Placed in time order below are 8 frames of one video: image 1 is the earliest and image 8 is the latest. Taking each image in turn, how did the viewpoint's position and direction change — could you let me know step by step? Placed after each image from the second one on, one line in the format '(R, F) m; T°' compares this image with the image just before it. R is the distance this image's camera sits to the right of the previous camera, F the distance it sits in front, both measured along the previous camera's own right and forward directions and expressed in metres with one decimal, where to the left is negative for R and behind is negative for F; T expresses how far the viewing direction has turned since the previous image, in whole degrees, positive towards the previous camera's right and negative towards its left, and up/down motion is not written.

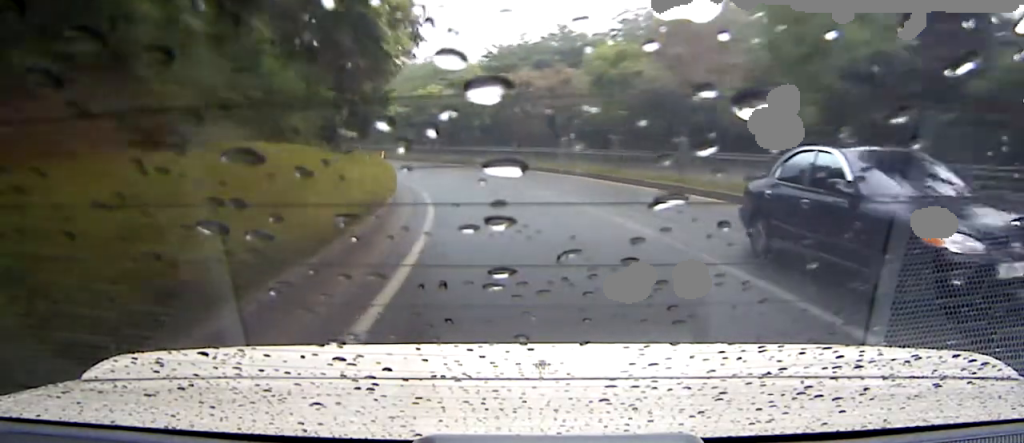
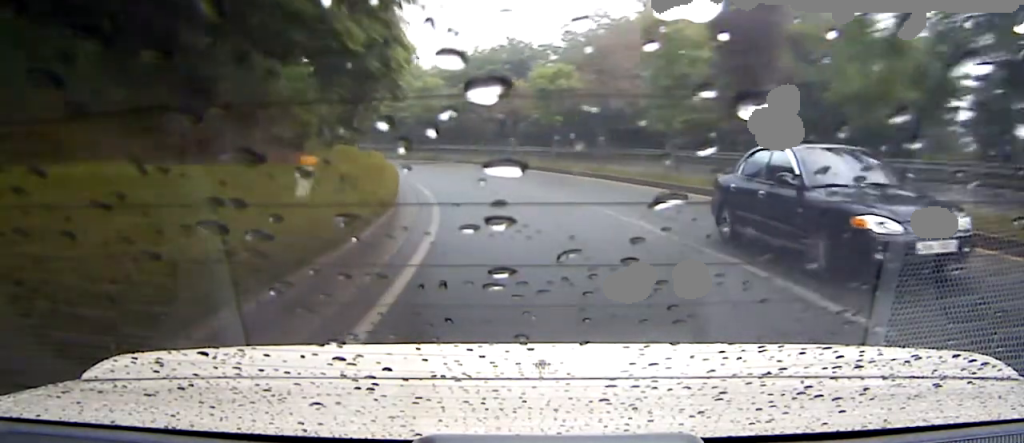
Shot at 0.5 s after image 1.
(+0.2, +2.5) m; +5°
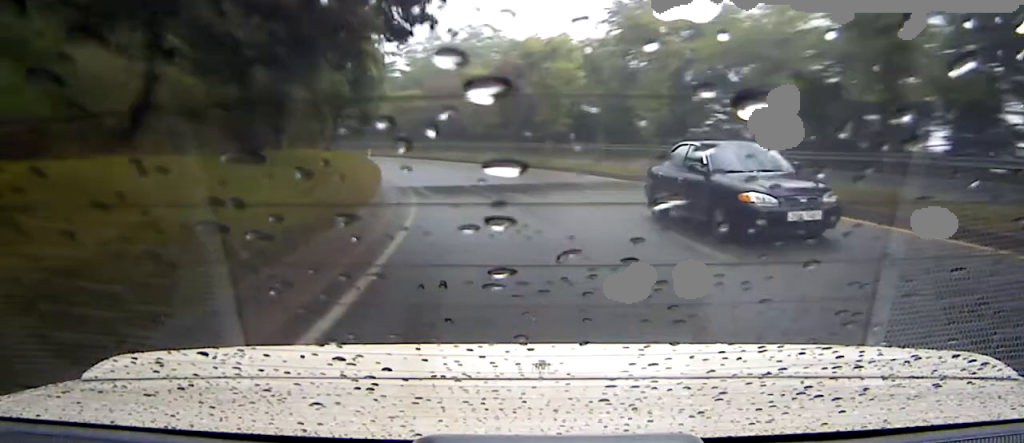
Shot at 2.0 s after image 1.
(+0.6, +6.7) m; +12°
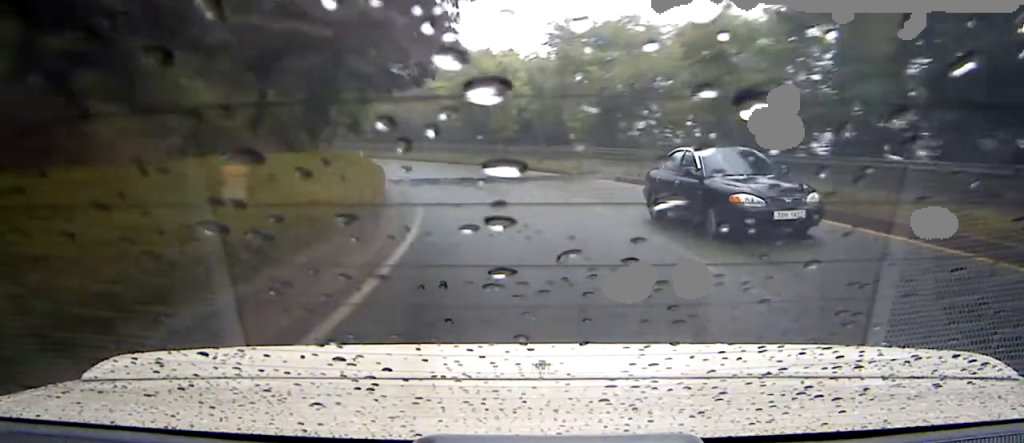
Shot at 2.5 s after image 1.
(+0.2, +2.4) m; +7°
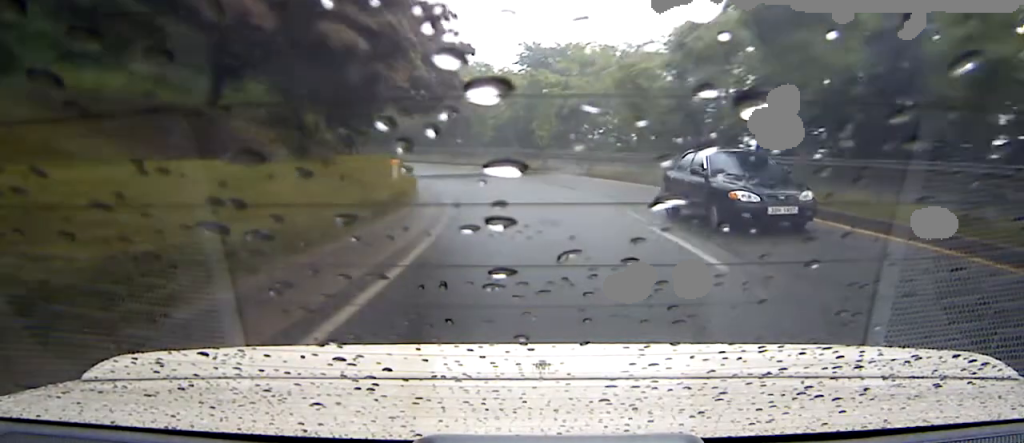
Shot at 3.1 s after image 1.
(0.0, +2.7) m; +8°
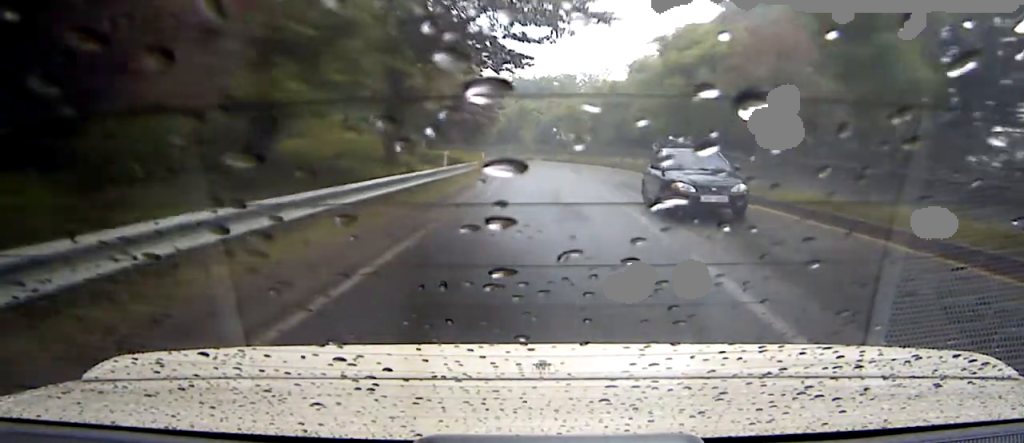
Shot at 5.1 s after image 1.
(+1.2, +9.4) m; +6°
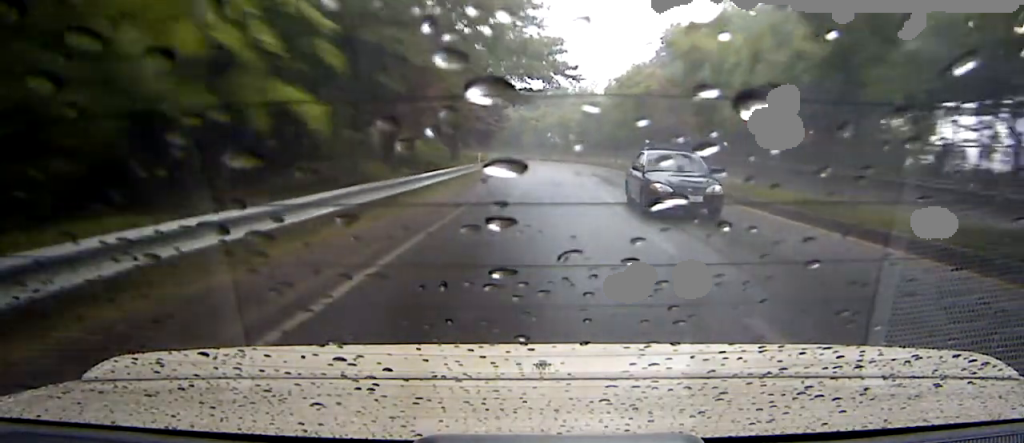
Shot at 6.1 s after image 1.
(-0.1, +4.6) m; 0°
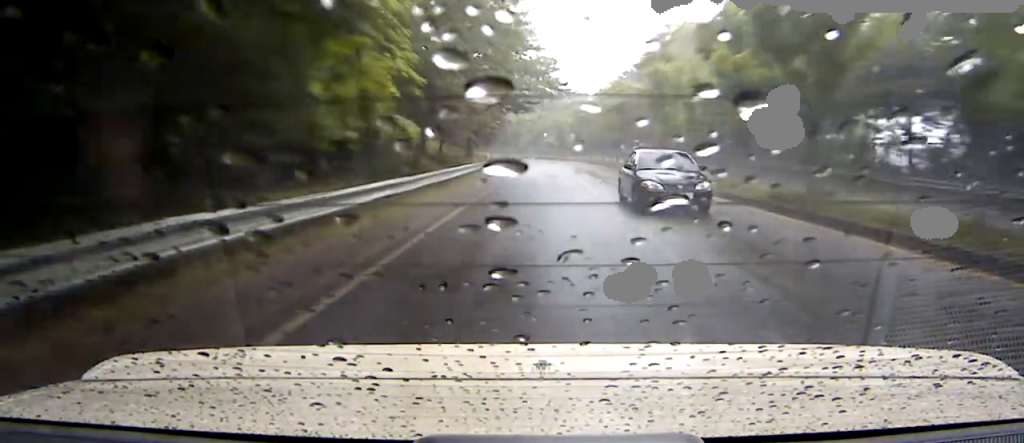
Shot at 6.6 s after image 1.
(+0.1, +2.5) m; +1°
